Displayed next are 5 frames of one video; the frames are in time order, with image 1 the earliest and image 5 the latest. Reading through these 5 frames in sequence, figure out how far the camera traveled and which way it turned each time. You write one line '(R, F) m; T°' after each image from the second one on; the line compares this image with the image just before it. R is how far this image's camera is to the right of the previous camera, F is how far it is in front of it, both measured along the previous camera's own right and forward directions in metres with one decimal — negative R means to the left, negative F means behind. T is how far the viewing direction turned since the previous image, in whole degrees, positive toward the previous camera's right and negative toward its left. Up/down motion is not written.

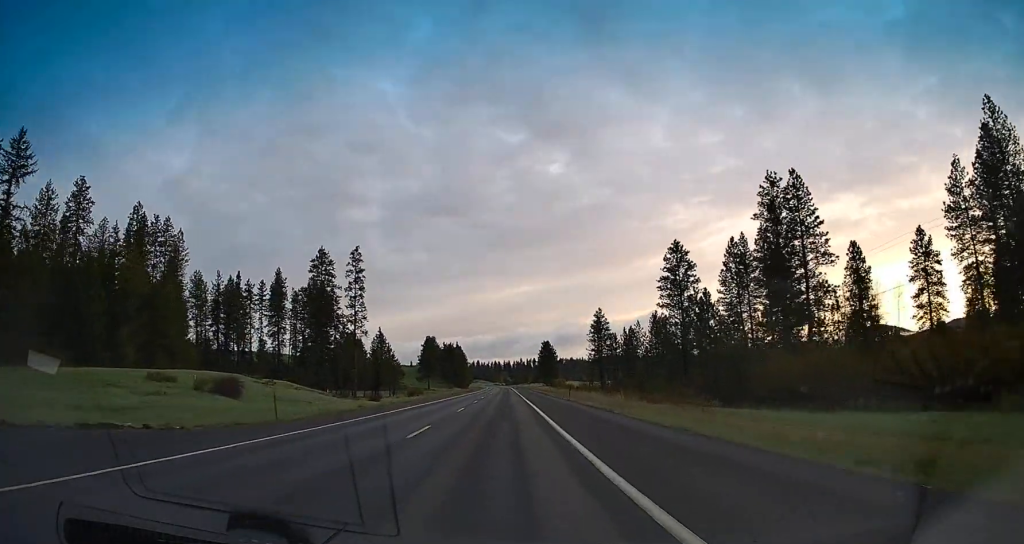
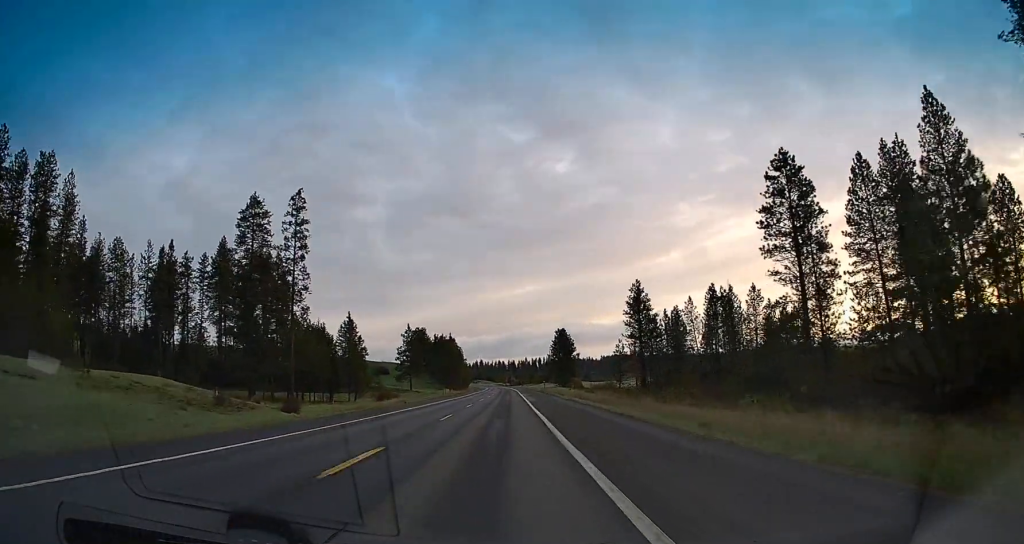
(-0.5, +46.5) m; 0°
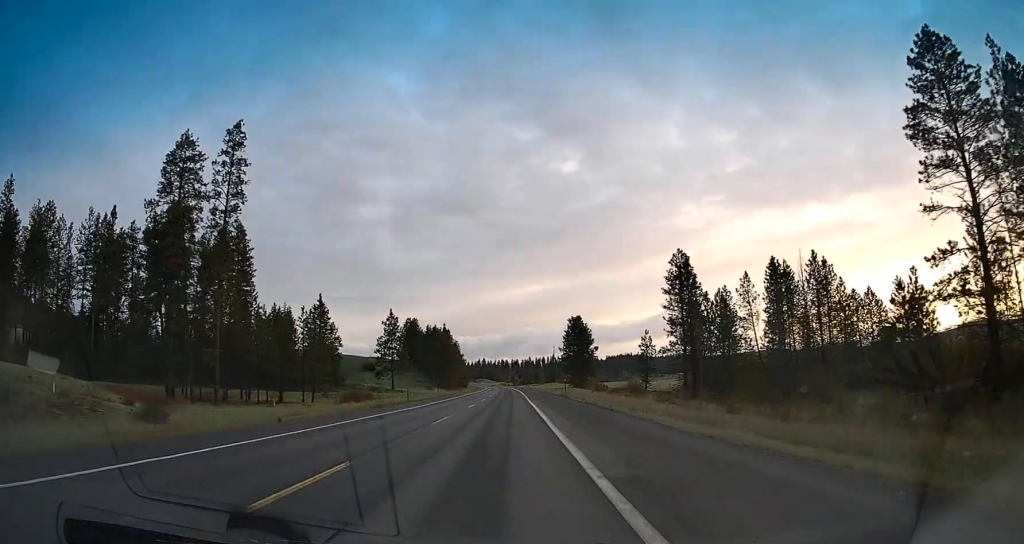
(+0.1, +32.7) m; 0°
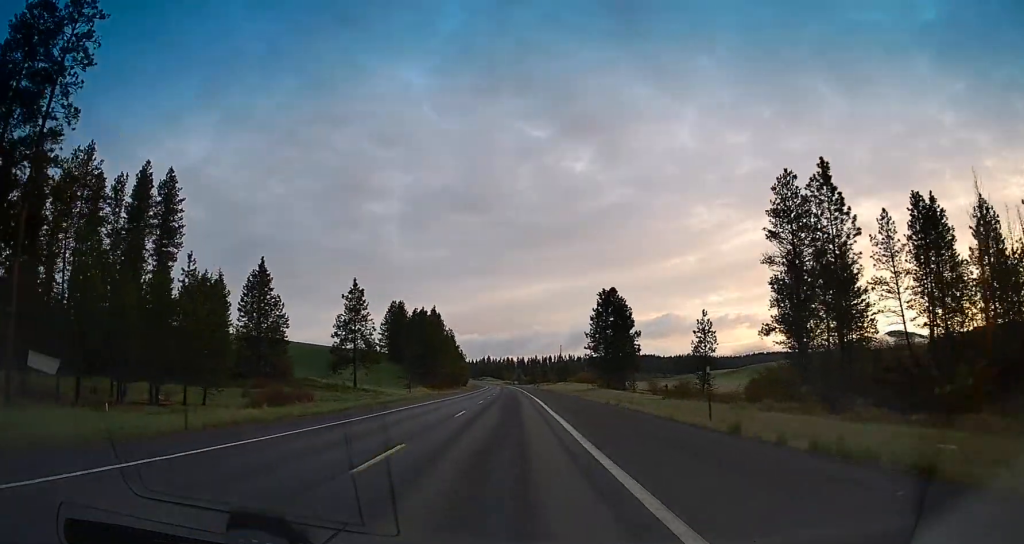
(-0.5, +48.7) m; 0°
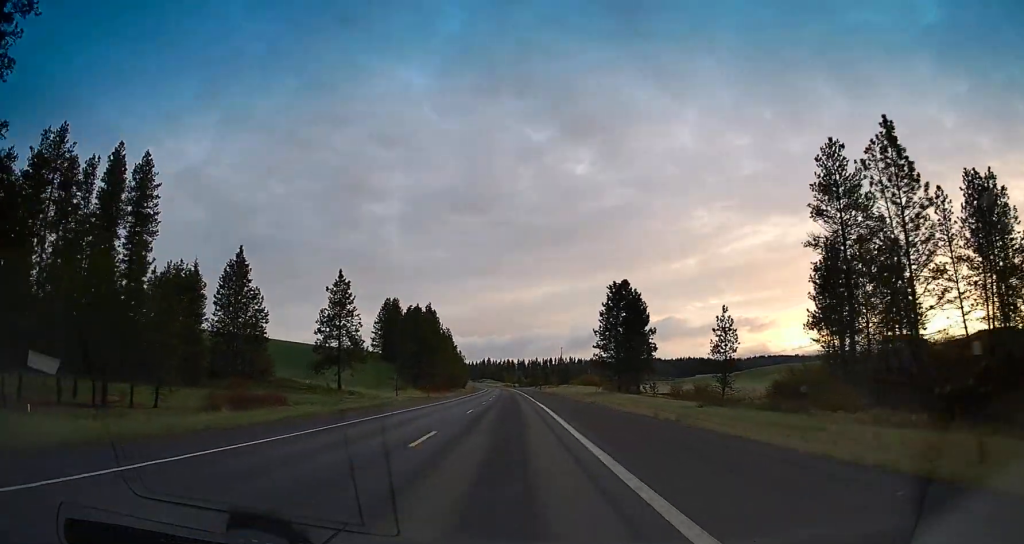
(-0.1, +11.7) m; 0°
